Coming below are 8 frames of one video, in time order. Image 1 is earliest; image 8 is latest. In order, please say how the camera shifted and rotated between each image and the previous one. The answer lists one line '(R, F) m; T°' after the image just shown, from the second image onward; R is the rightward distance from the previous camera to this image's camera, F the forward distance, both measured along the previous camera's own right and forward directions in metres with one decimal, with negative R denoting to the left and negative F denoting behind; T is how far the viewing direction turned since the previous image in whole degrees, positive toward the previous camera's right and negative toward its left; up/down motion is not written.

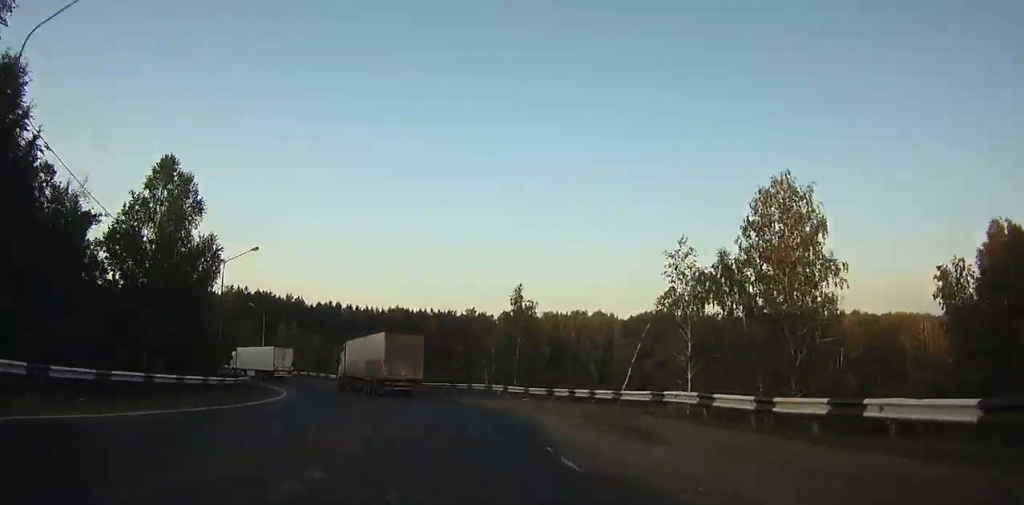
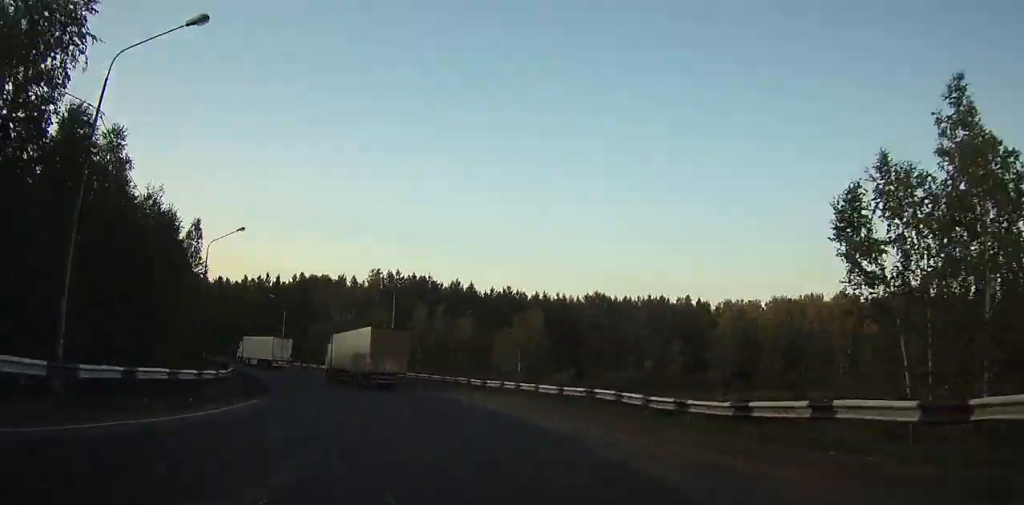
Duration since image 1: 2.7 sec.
(-6.4, +33.6) m; -21°
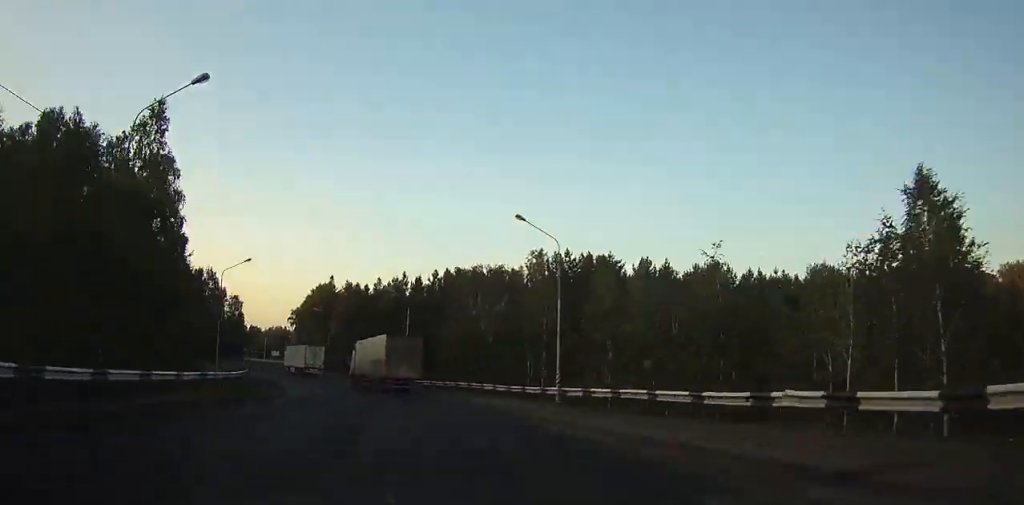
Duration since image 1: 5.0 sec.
(-3.3, +28.6) m; -17°
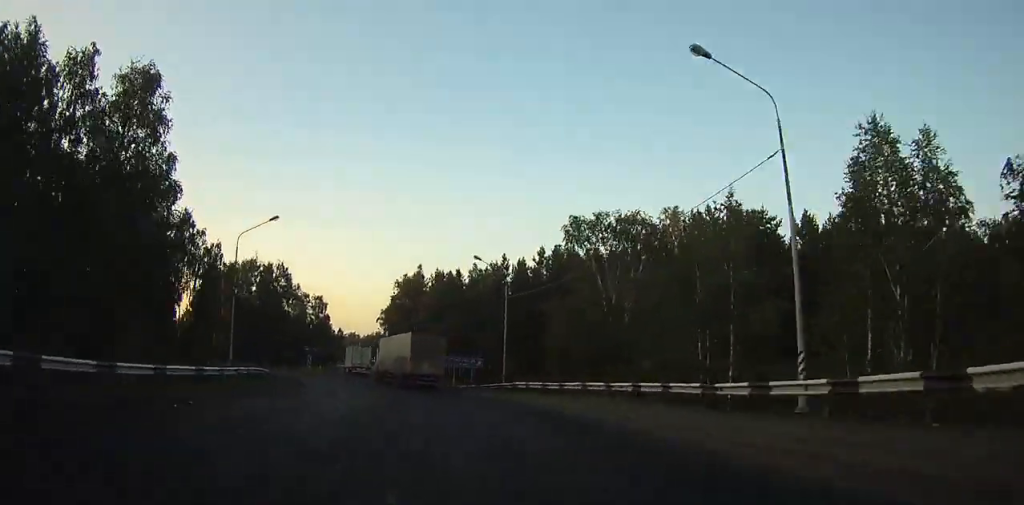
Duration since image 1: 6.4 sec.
(-3.1, +16.8) m; -7°
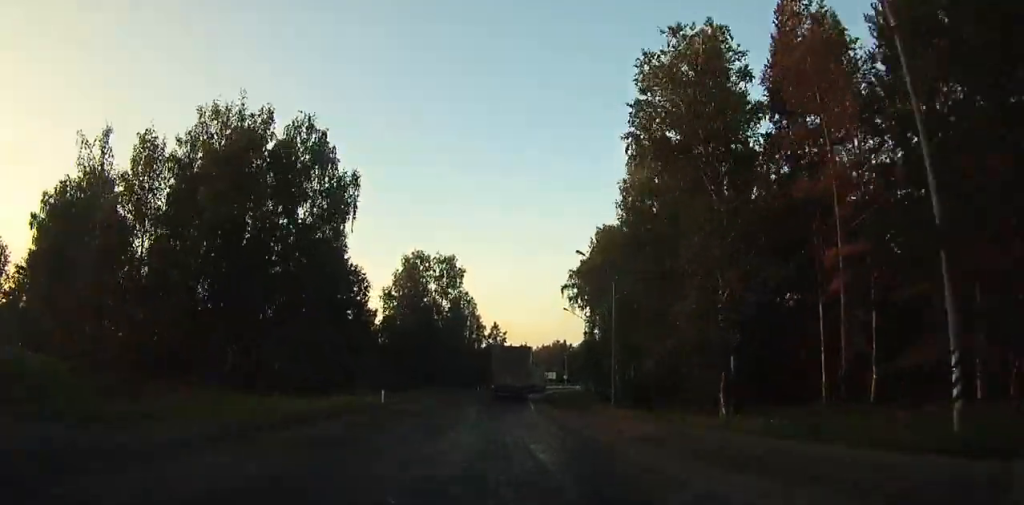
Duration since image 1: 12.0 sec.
(-12.0, +47.9) m; -49°
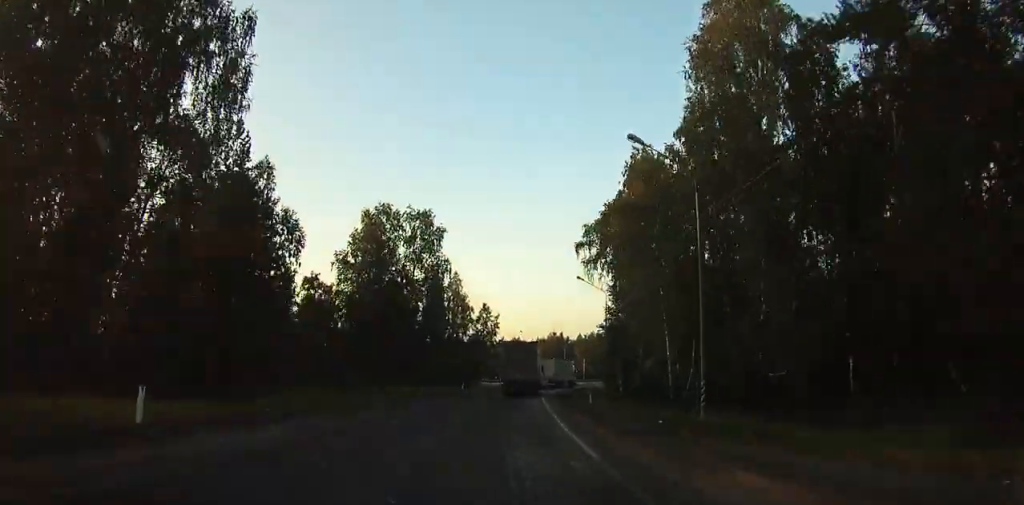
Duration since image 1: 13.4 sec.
(-6.5, +2.0) m; -16°
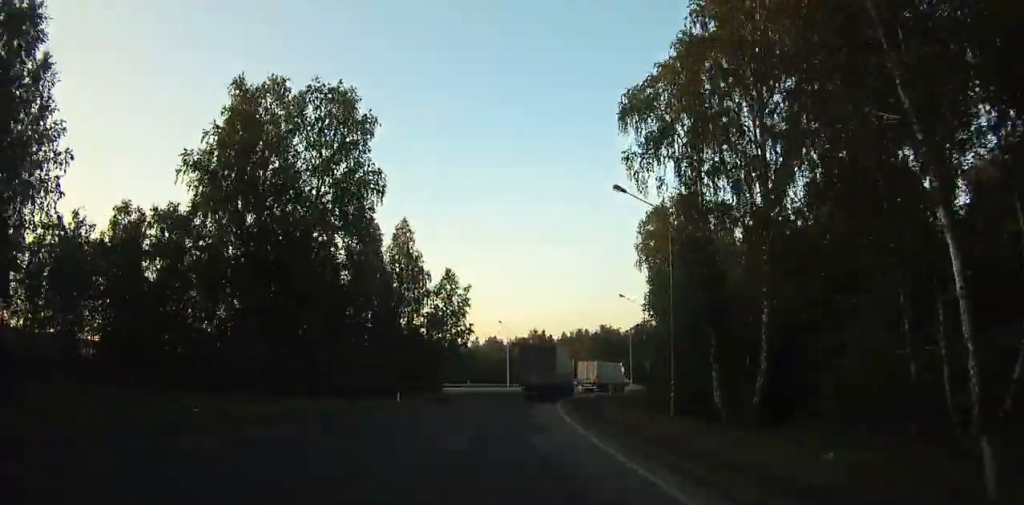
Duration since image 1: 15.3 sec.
(+3.5, +8.5) m; +24°
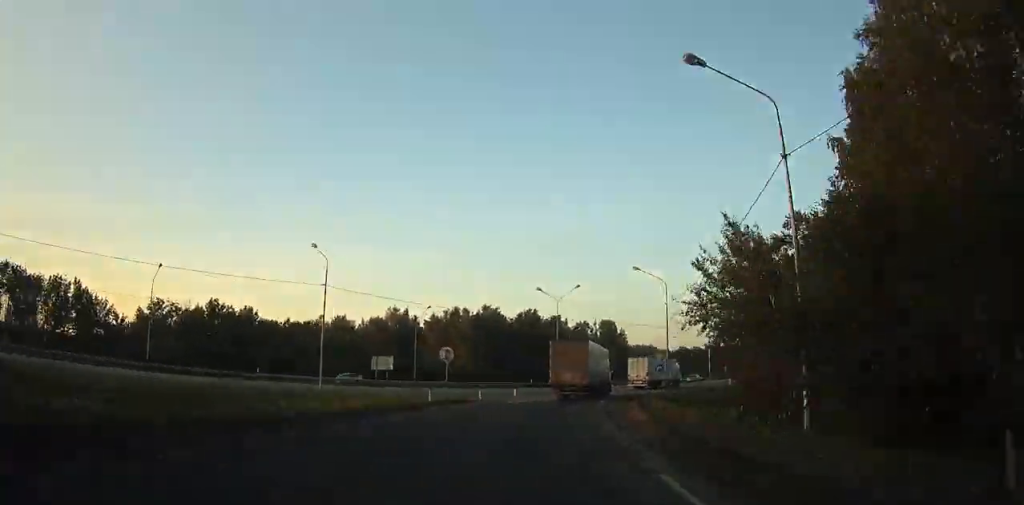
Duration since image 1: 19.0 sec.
(+23.8, +41.2) m; +33°
